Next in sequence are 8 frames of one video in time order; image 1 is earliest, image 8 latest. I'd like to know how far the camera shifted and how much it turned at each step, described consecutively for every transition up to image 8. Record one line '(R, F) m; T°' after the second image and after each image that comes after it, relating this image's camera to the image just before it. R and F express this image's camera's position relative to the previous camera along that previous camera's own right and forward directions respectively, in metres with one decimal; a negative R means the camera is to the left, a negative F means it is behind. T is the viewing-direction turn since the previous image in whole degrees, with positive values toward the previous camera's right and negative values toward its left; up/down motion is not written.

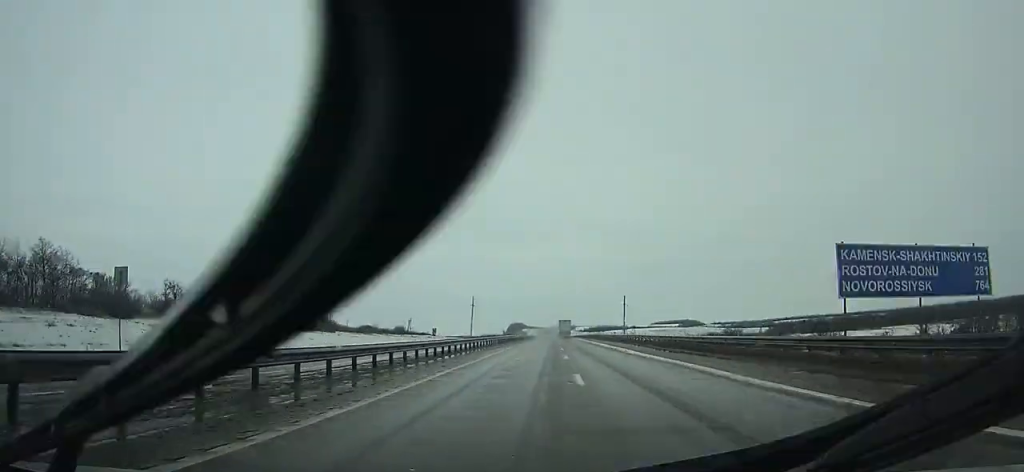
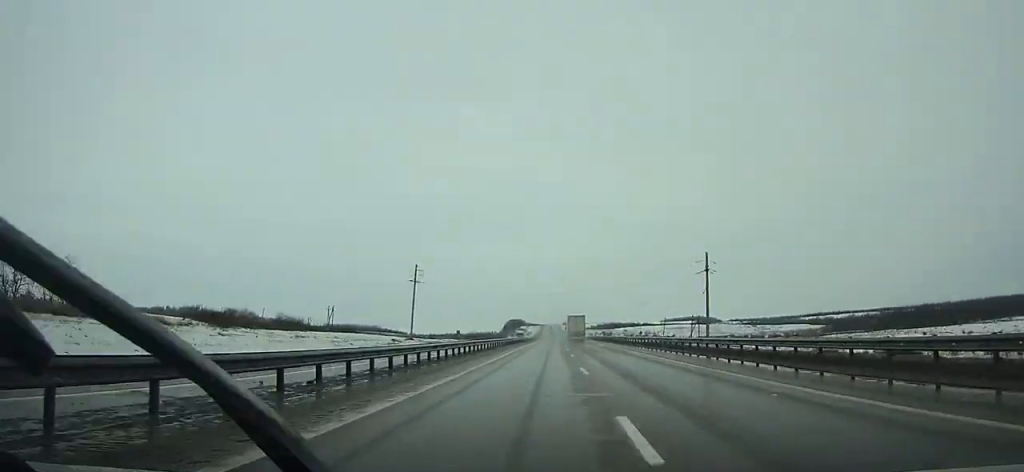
(-0.4, +115.4) m; 0°
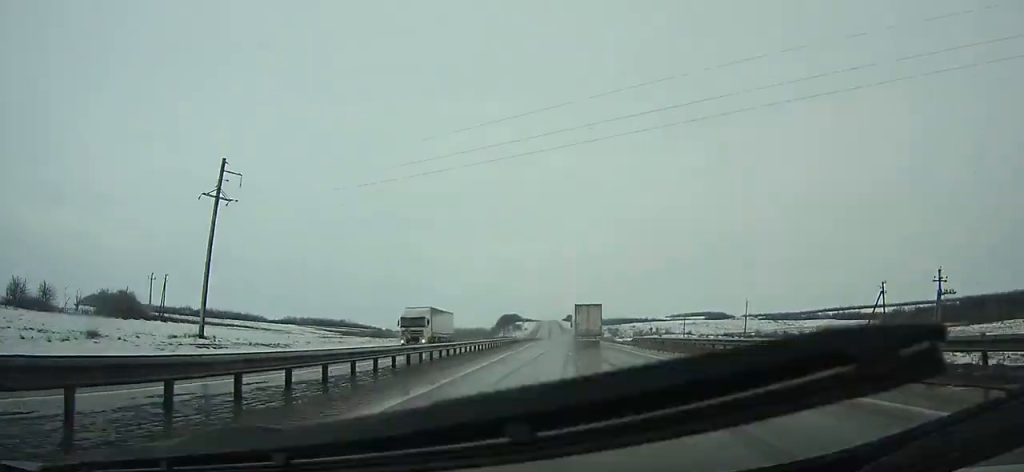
(-0.1, +92.2) m; 0°
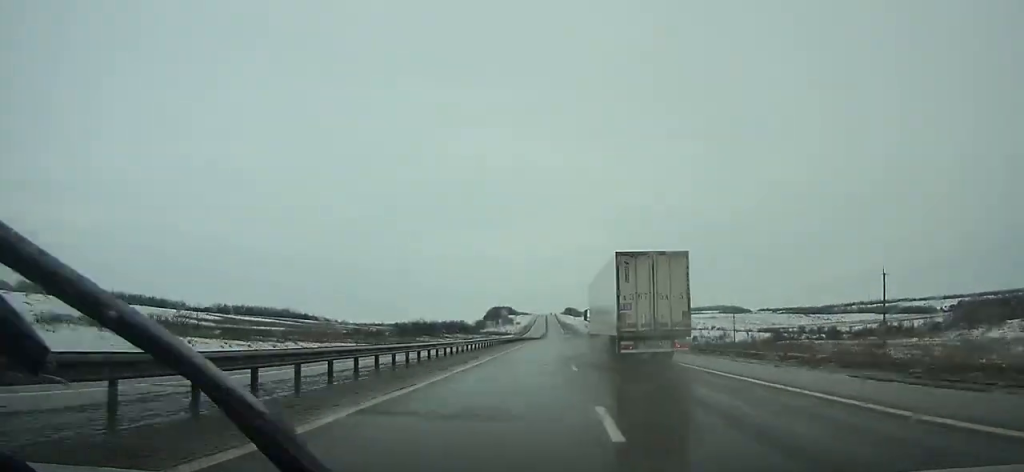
(-0.1, +110.7) m; 0°
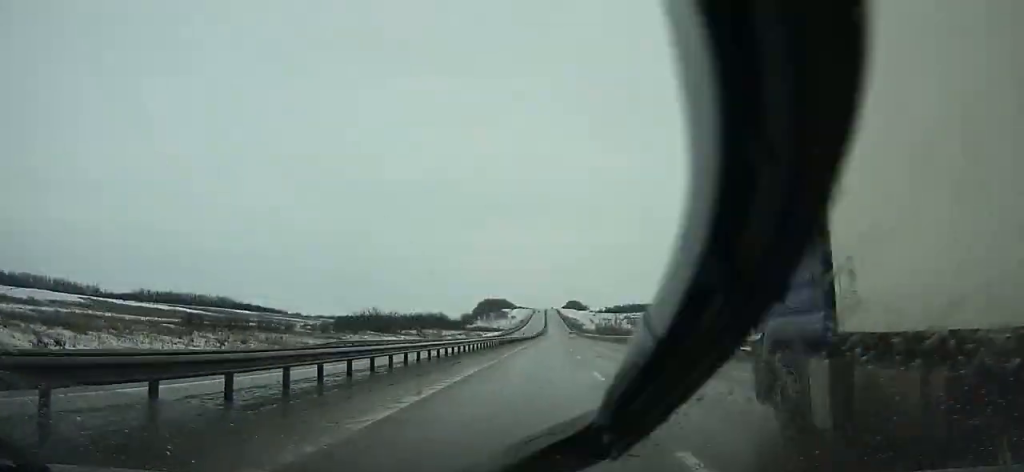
(+0.1, +85.9) m; +1°
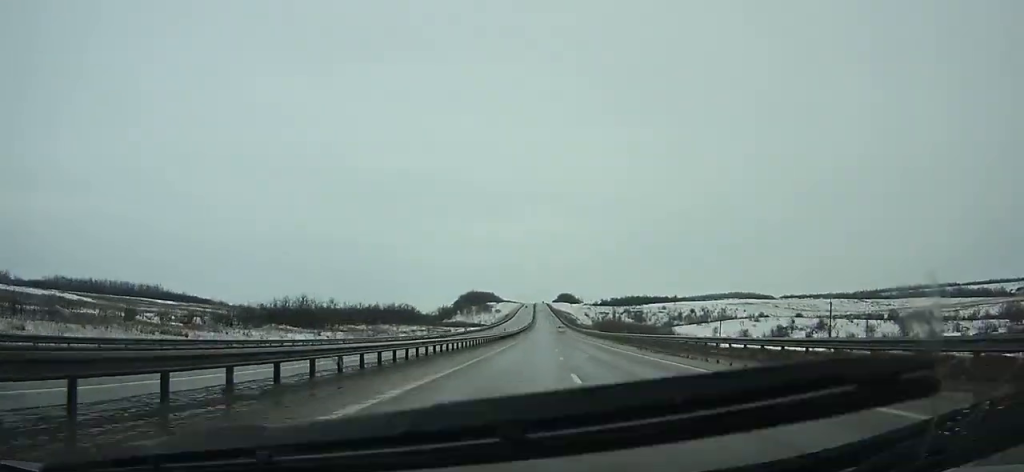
(+0.4, +60.0) m; 0°
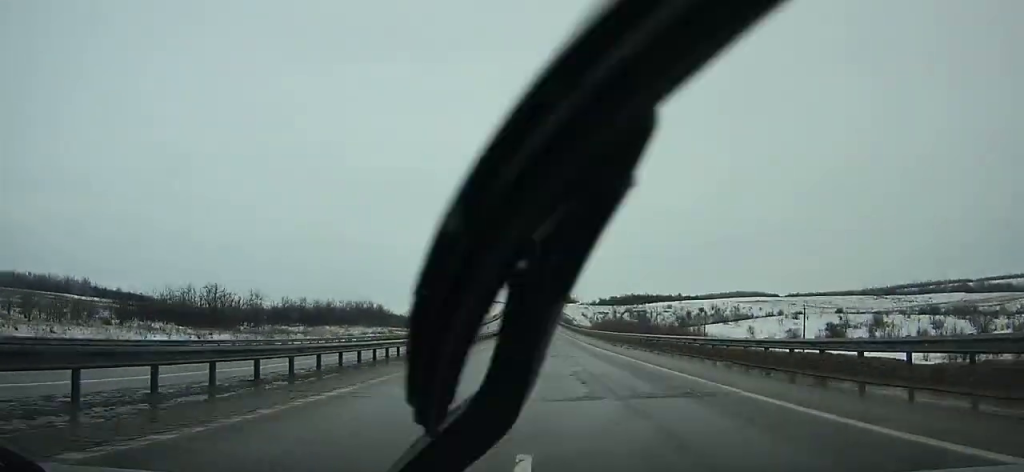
(+0.3, +45.7) m; 0°
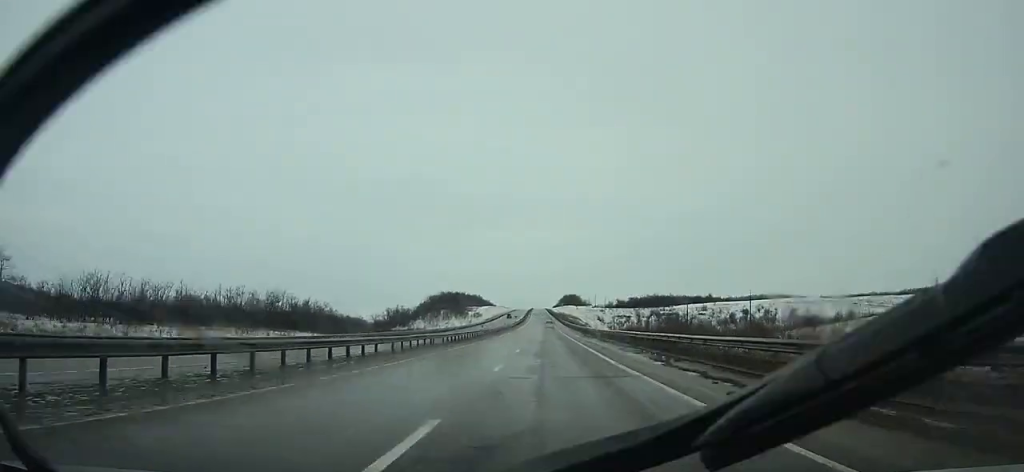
(-0.2, +81.9) m; 0°
